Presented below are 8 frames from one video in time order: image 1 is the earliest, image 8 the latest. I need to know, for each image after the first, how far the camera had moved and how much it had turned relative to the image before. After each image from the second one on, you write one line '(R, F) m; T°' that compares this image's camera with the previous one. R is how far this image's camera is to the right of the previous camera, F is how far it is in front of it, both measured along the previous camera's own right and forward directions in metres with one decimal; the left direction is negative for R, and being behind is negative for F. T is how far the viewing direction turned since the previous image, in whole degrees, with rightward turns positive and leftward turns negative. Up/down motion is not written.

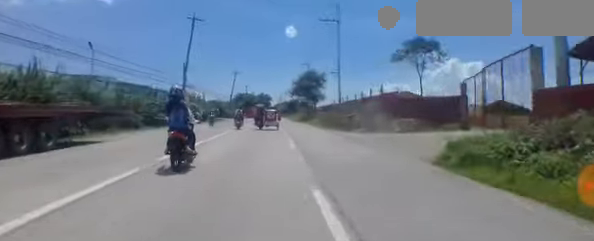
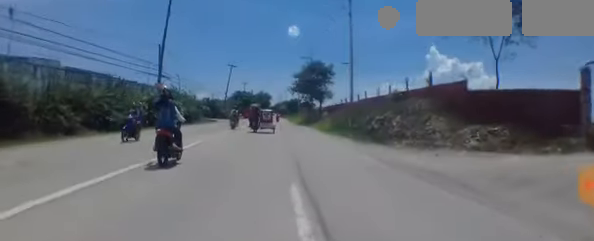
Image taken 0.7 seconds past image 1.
(+0.2, +8.9) m; 0°
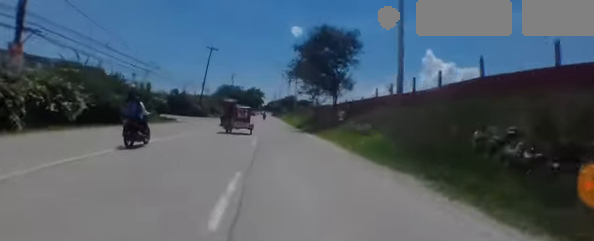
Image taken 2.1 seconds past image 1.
(-0.4, +19.2) m; 0°
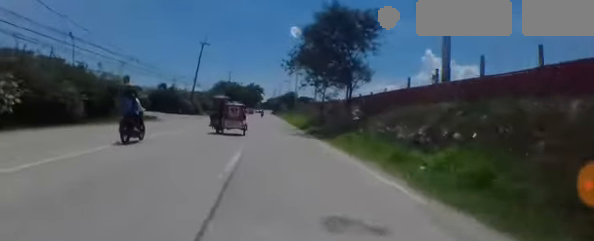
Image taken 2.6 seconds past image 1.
(+0.1, +6.6) m; 0°
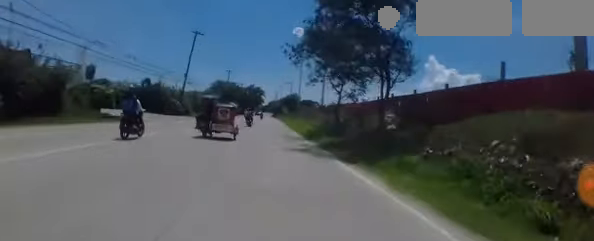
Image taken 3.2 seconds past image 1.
(0.0, +7.9) m; 0°
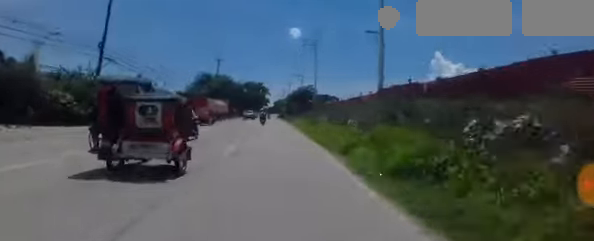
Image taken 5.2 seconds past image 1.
(-0.2, +28.2) m; -2°
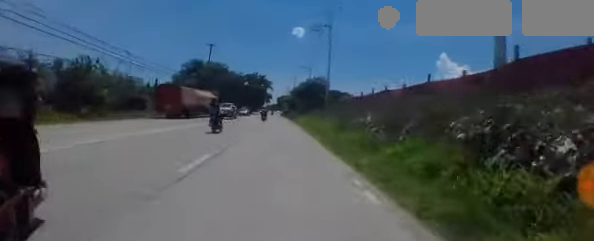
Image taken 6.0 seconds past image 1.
(-0.3, +13.1) m; -2°
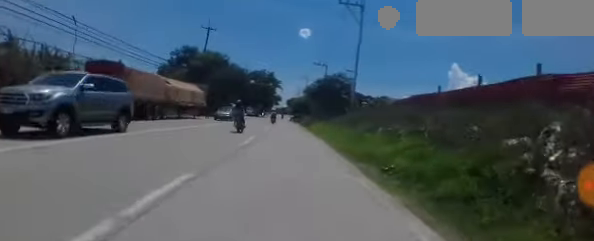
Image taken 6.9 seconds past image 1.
(-0.3, +13.3) m; -1°
